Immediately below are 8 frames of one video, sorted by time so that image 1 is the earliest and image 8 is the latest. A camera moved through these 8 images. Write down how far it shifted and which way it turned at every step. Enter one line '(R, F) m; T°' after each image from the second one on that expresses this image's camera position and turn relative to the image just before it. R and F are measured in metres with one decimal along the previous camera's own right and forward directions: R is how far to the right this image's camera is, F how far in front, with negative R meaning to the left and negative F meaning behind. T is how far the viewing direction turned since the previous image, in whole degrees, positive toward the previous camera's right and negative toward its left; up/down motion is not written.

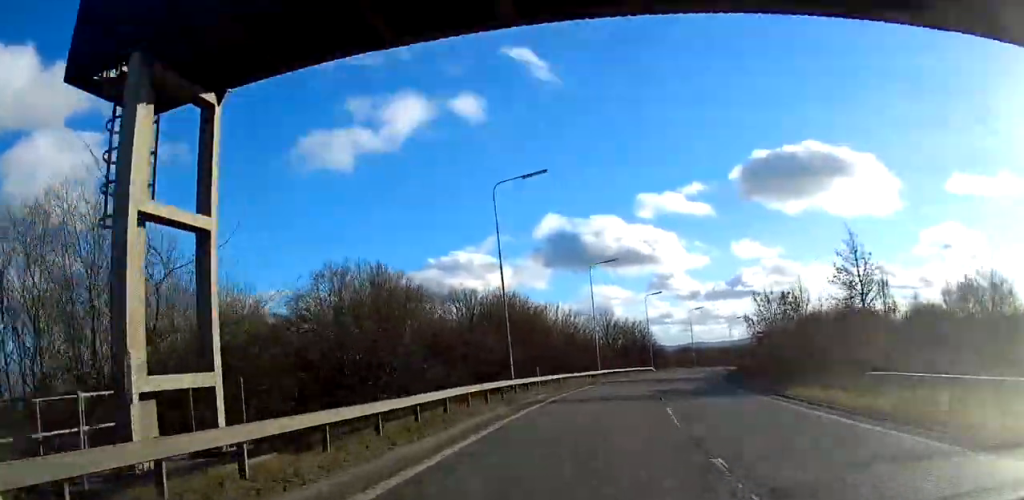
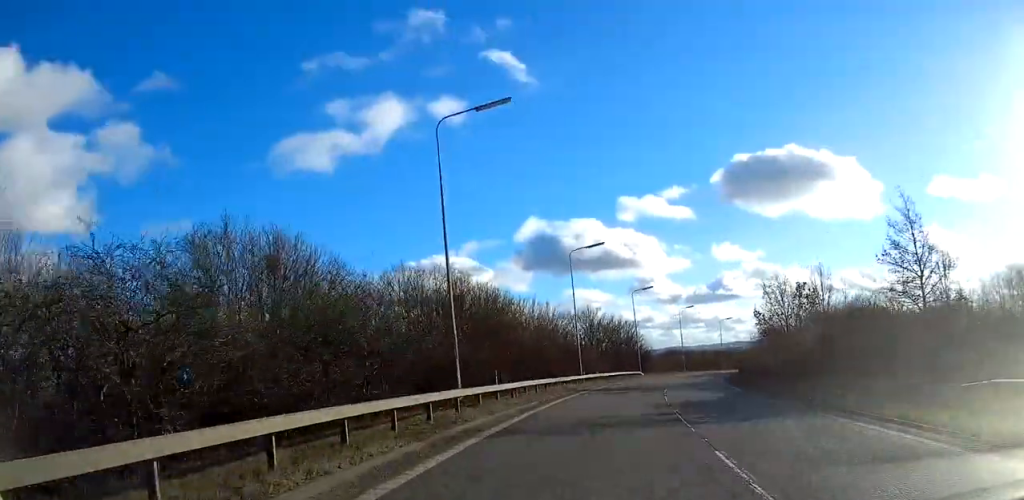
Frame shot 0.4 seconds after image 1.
(+0.2, +9.0) m; +1°
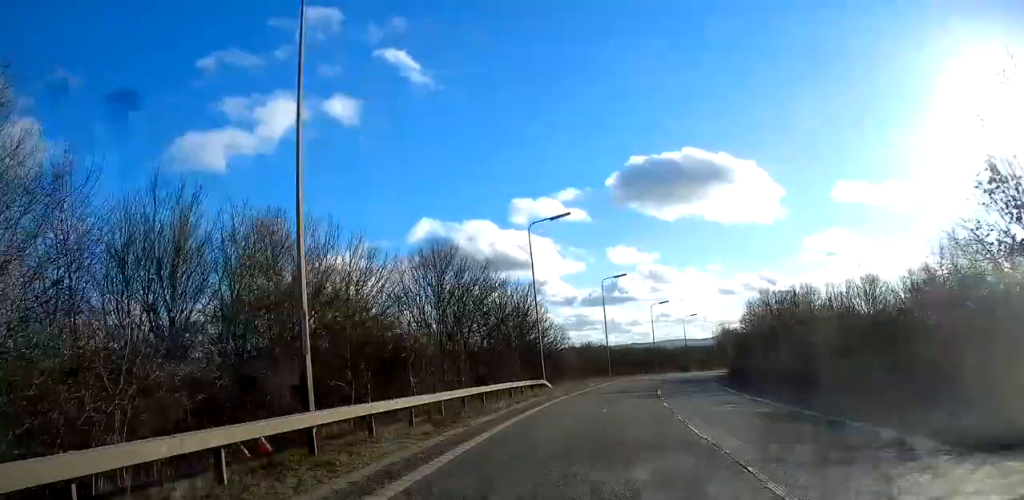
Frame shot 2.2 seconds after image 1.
(+2.4, +37.1) m; +8°
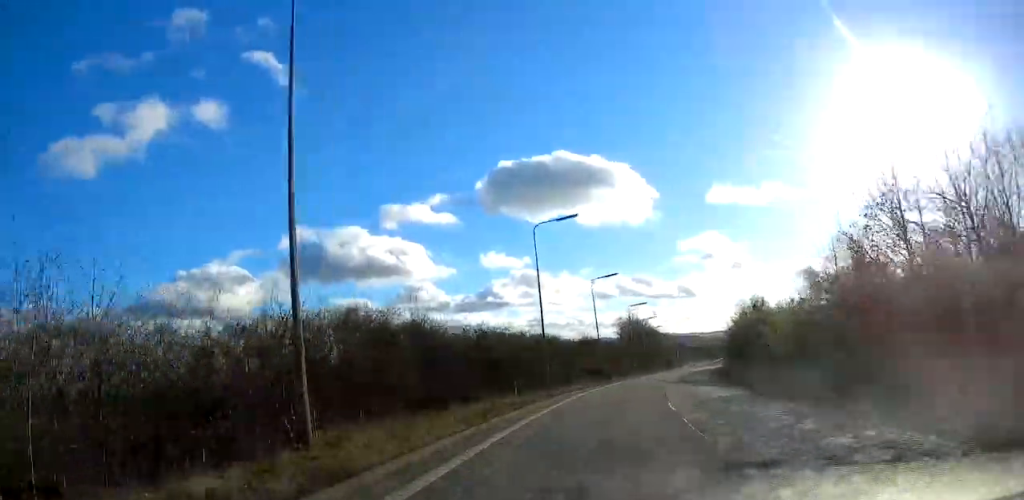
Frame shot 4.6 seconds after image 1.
(+5.4, +55.9) m; +15°
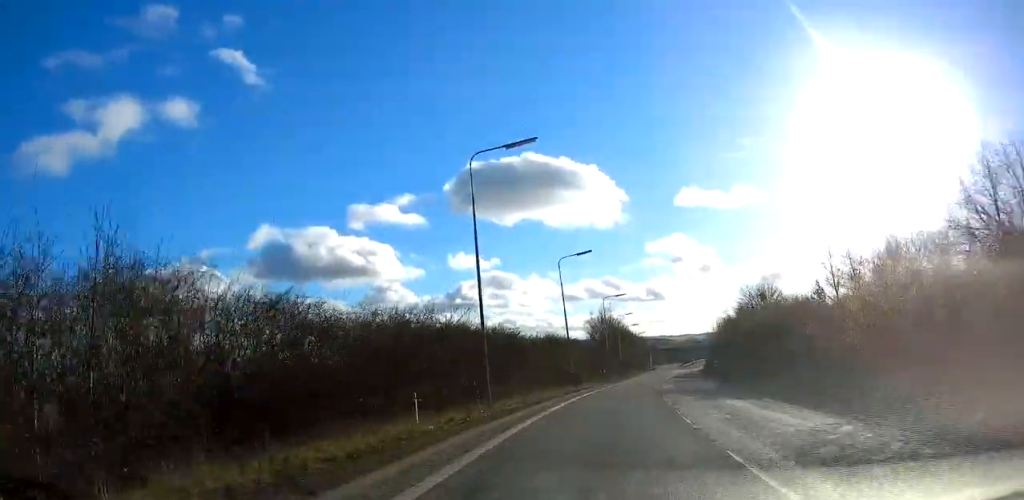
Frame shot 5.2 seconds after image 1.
(+1.1, +14.4) m; +3°
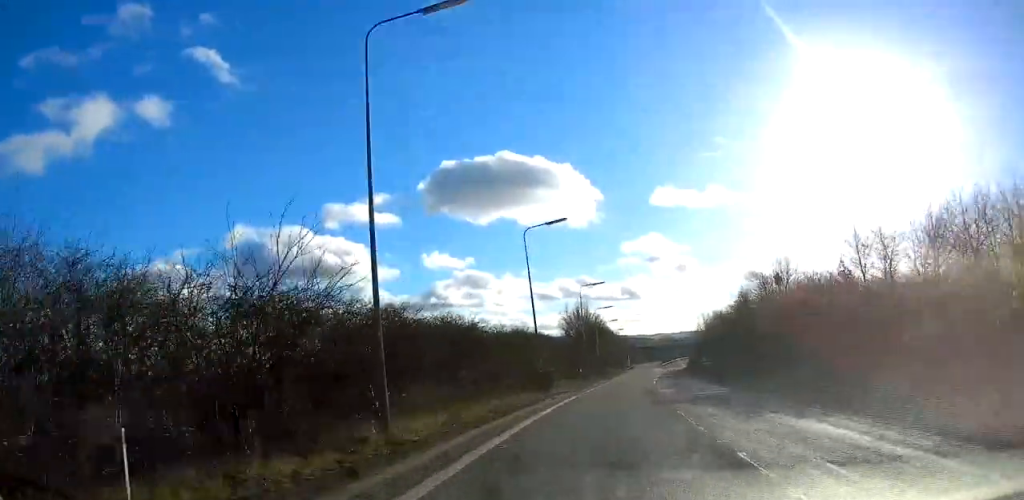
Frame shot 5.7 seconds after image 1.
(+0.2, +10.5) m; +1°
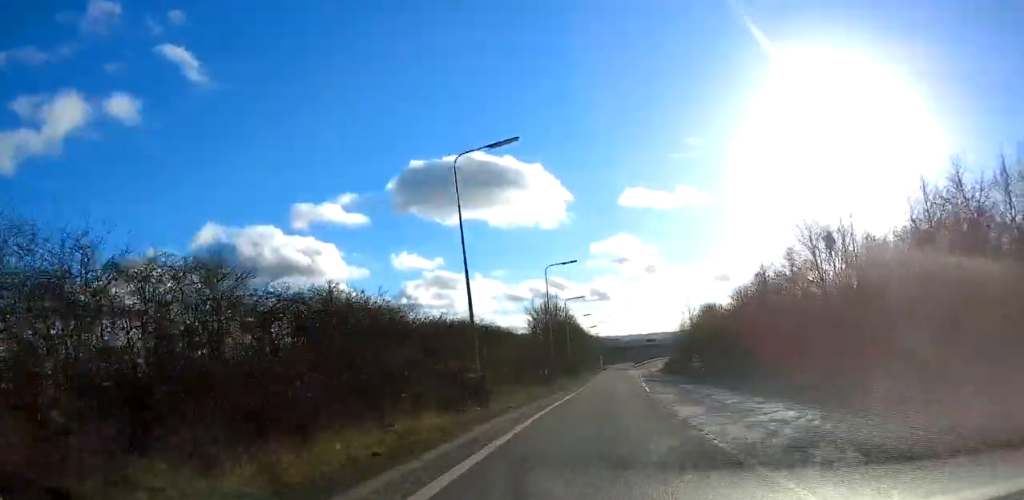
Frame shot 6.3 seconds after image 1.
(0.0, +14.8) m; 0°
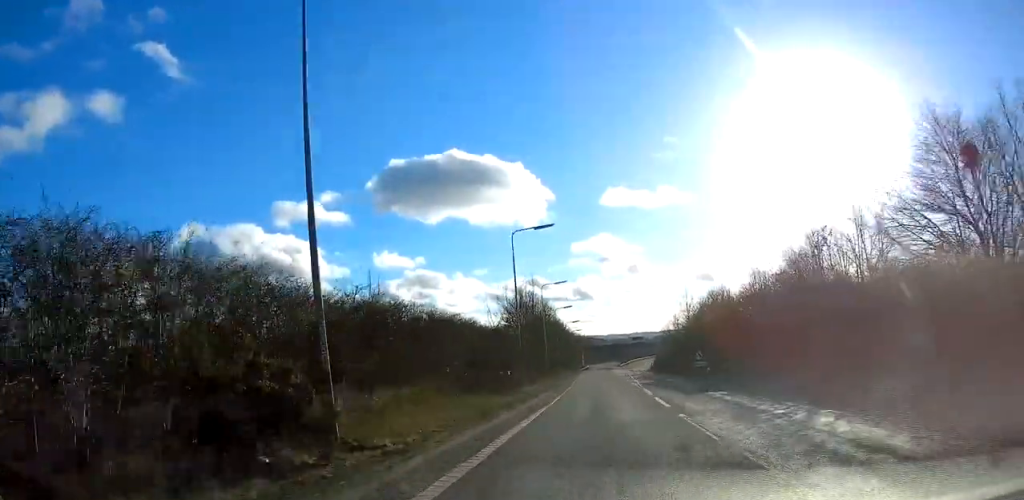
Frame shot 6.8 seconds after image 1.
(0.0, +14.1) m; 0°
